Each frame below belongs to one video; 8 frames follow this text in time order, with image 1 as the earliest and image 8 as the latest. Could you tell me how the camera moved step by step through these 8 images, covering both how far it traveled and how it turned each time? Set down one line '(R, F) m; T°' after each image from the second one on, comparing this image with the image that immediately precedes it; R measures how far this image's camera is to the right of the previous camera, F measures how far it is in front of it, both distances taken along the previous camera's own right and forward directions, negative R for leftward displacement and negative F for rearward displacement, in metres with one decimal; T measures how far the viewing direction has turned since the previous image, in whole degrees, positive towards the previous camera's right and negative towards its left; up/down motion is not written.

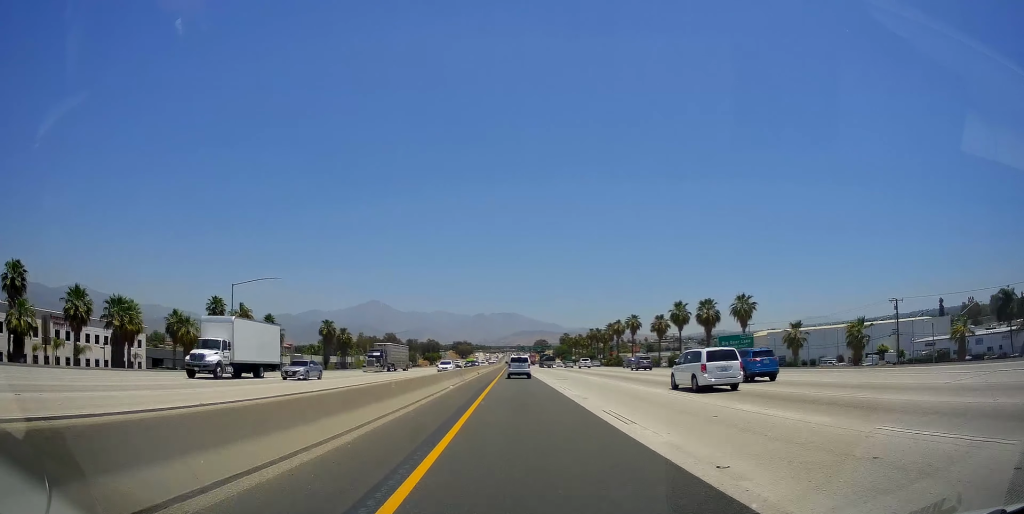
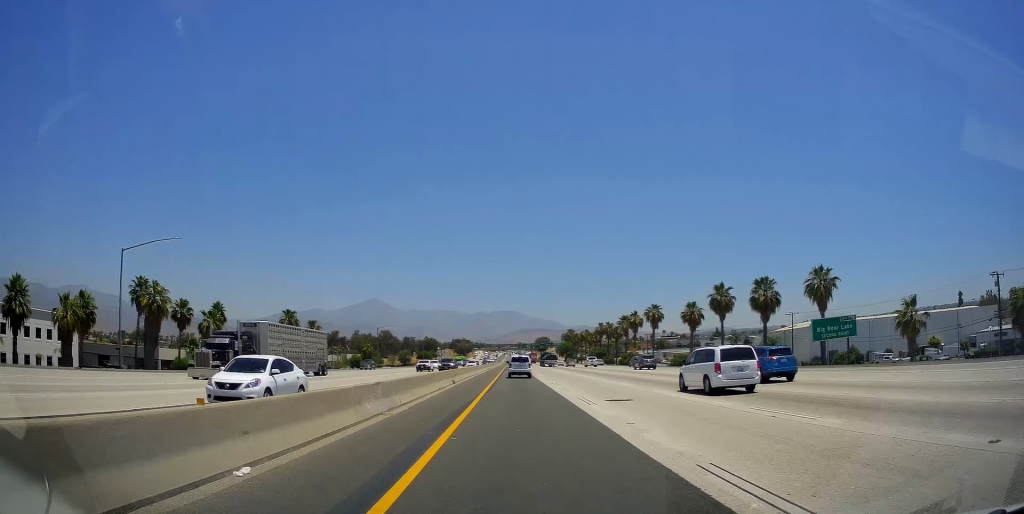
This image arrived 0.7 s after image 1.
(0.0, +24.9) m; 0°
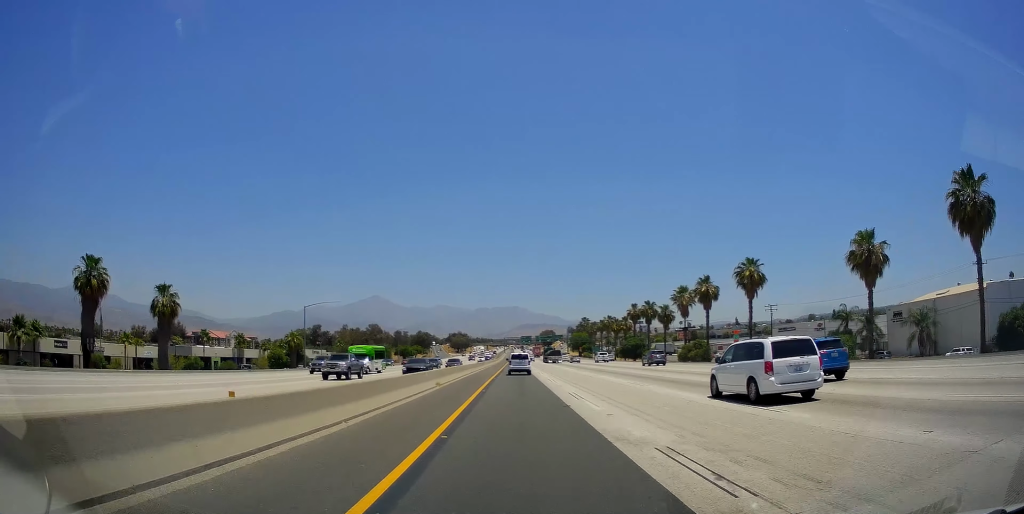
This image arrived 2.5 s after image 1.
(0.0, +54.9) m; 0°
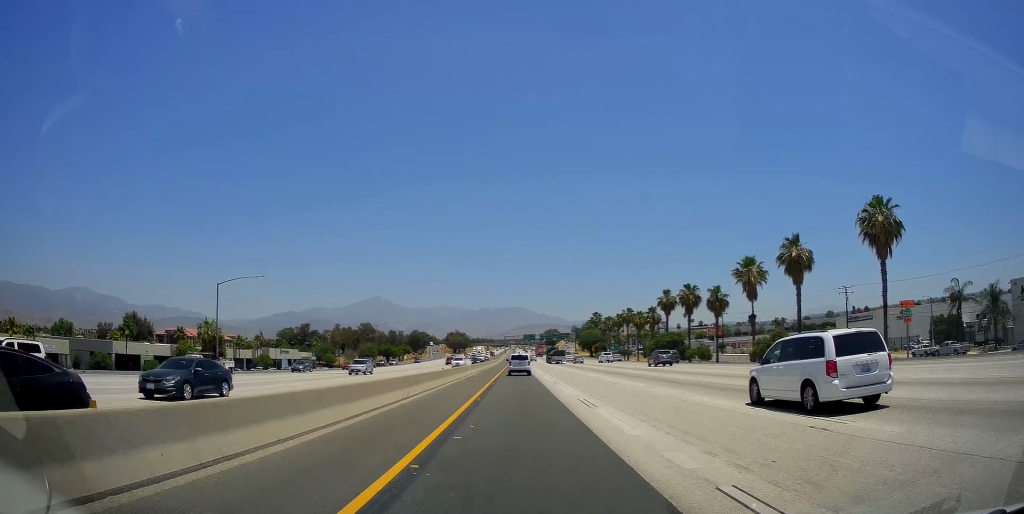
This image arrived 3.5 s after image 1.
(0.0, +31.2) m; 0°
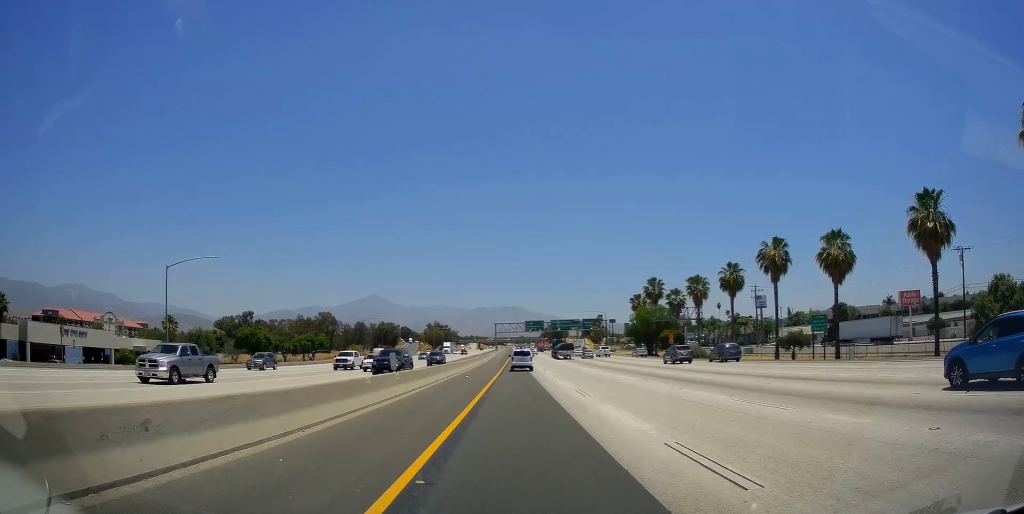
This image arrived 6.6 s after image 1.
(0.0, +100.4) m; +1°
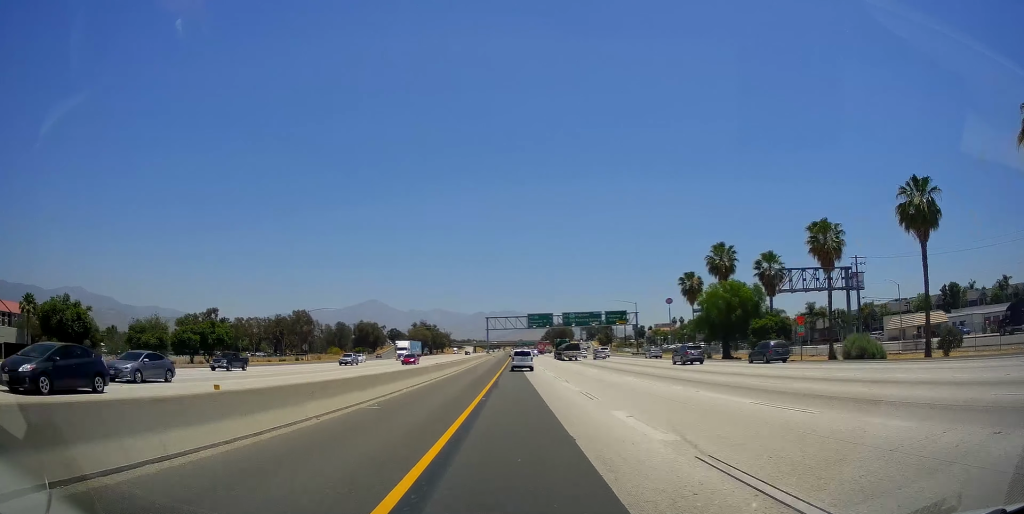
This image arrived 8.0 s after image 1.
(+0.5, +43.1) m; 0°
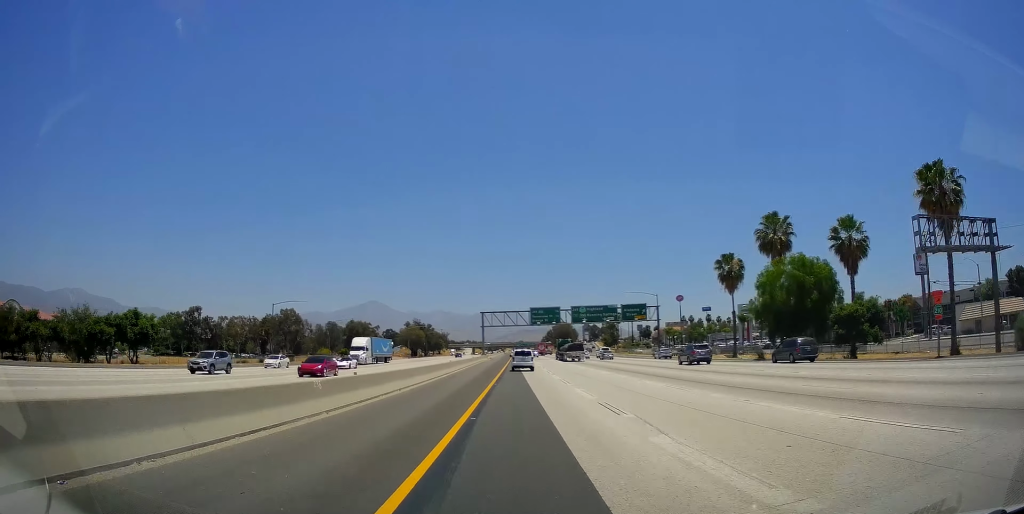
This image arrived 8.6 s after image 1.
(-0.2, +19.8) m; 0°
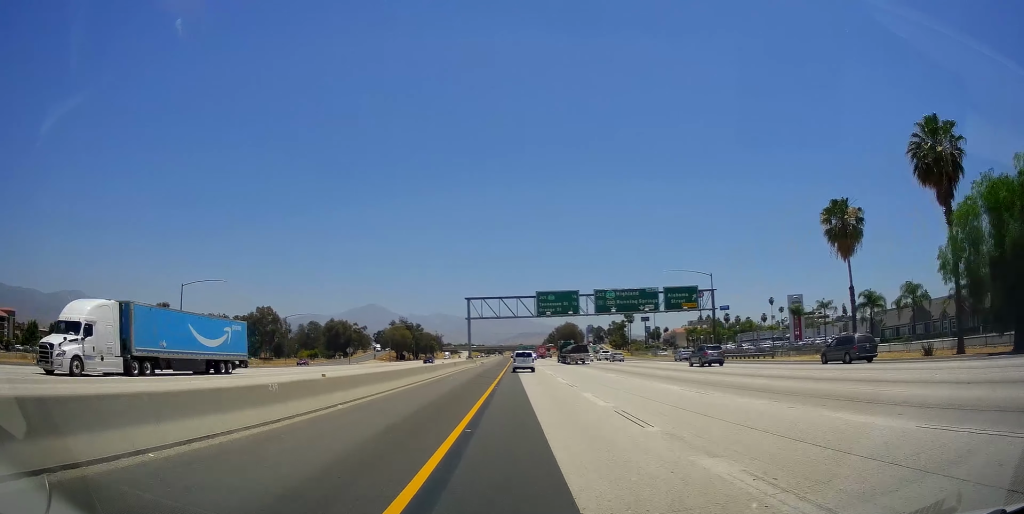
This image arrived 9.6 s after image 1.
(-0.3, +32.3) m; 0°
